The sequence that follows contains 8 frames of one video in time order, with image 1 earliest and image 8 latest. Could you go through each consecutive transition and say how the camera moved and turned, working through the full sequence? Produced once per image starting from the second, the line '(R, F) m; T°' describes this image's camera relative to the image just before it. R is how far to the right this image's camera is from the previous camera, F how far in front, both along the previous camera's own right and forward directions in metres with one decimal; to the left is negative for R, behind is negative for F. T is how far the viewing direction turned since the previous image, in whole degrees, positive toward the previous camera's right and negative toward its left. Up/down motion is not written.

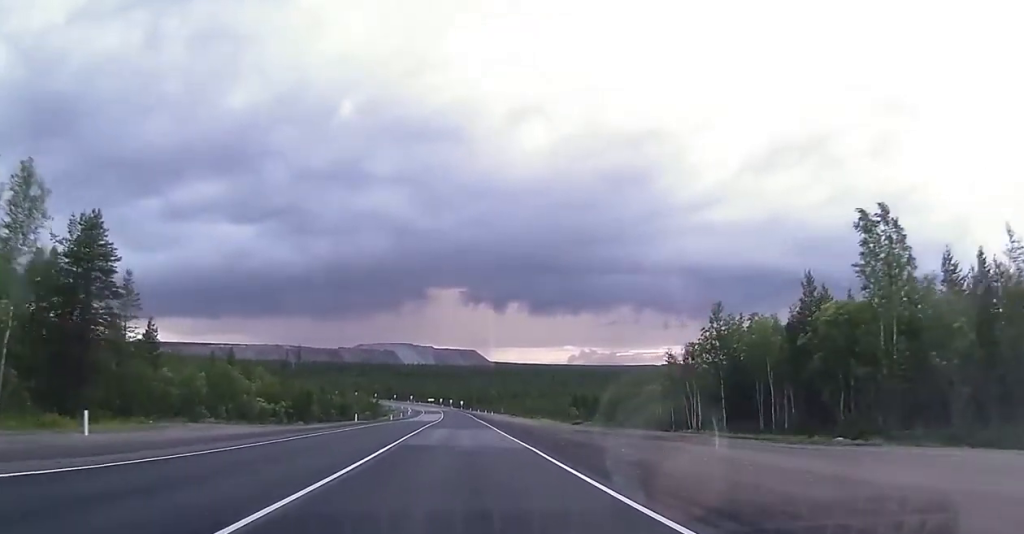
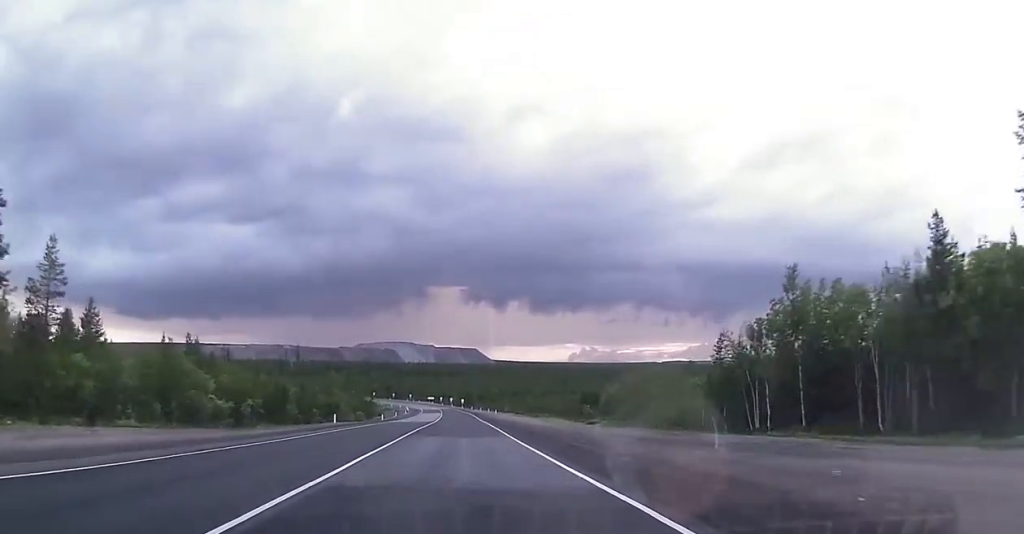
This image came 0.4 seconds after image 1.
(0.0, +11.5) m; 0°
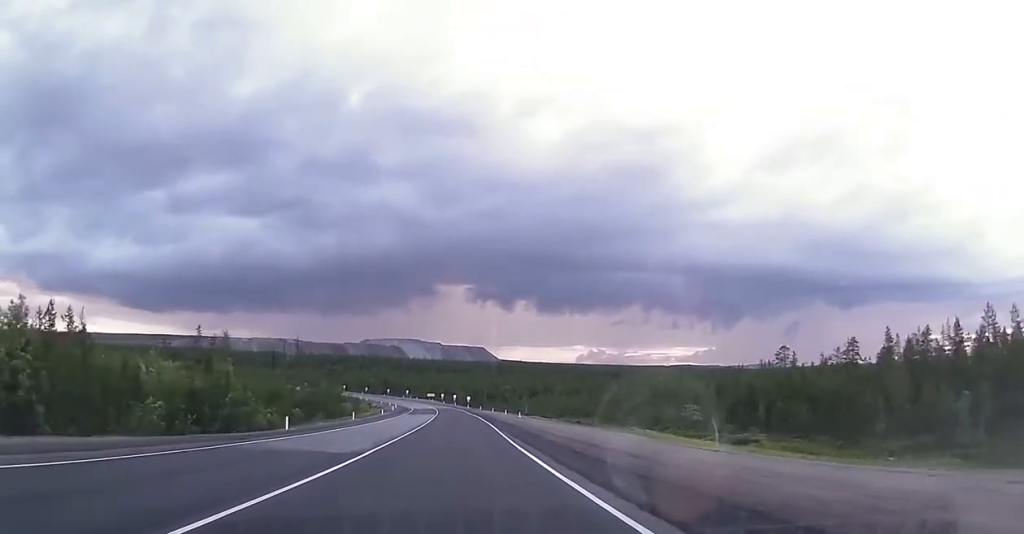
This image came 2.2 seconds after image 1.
(+0.9, +46.8) m; +1°
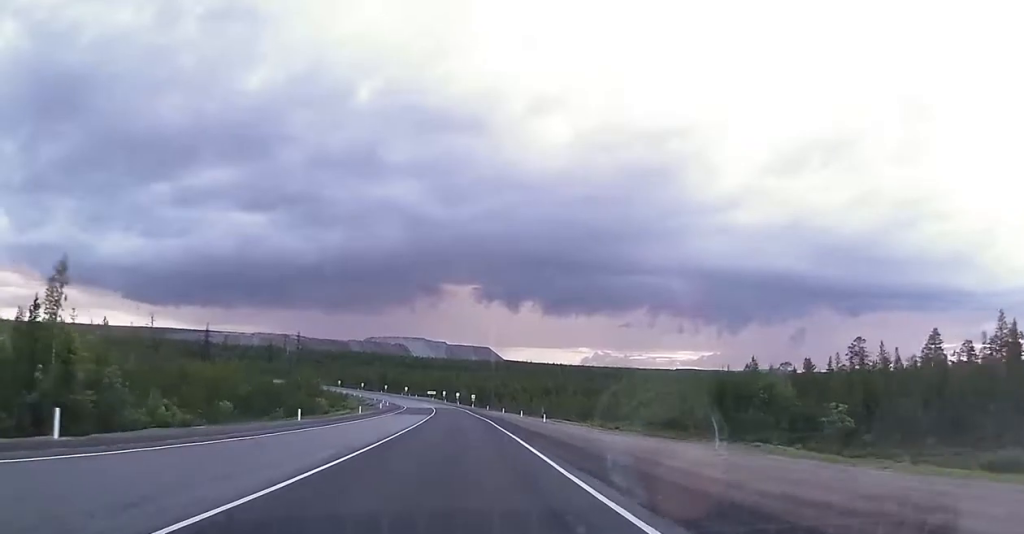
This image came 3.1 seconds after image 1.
(-0.3, +22.8) m; -1°
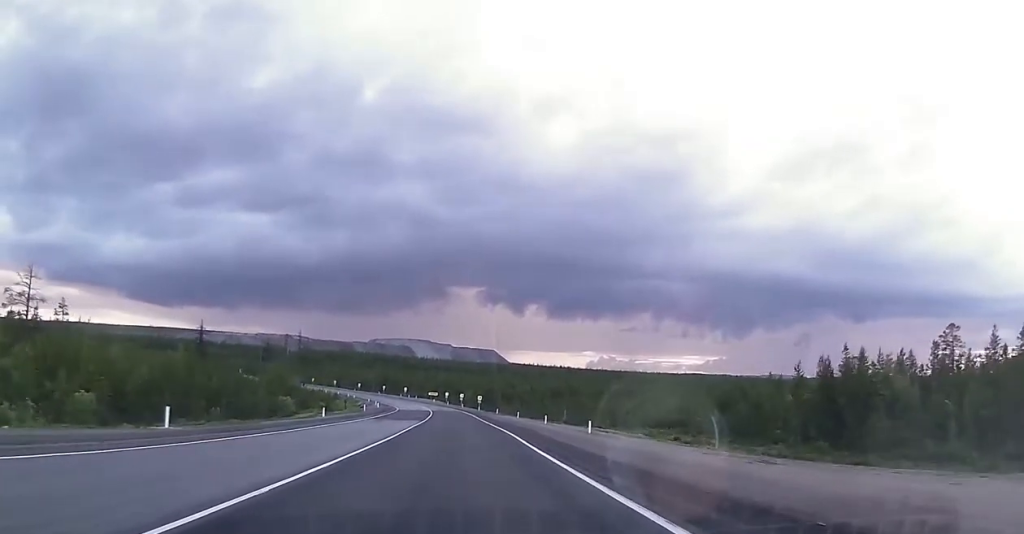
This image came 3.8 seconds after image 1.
(-0.1, +20.0) m; -1°
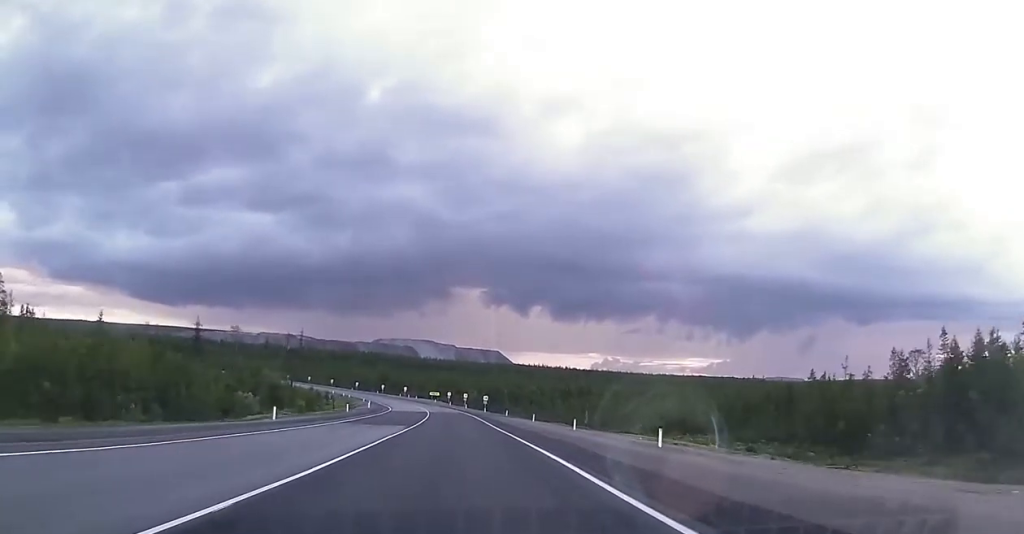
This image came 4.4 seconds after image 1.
(+0.1, +13.9) m; -1°
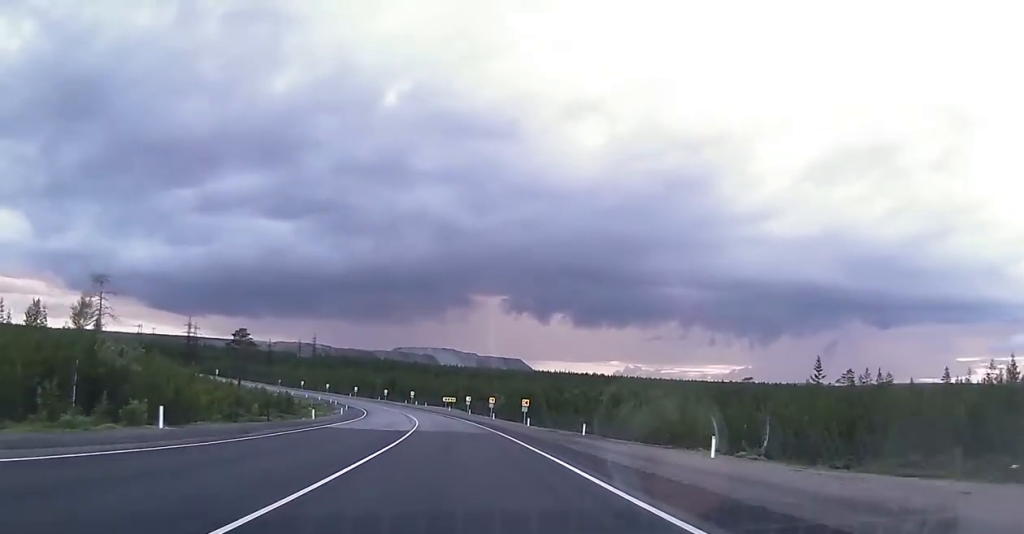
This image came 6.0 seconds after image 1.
(-0.2, +43.7) m; -1°
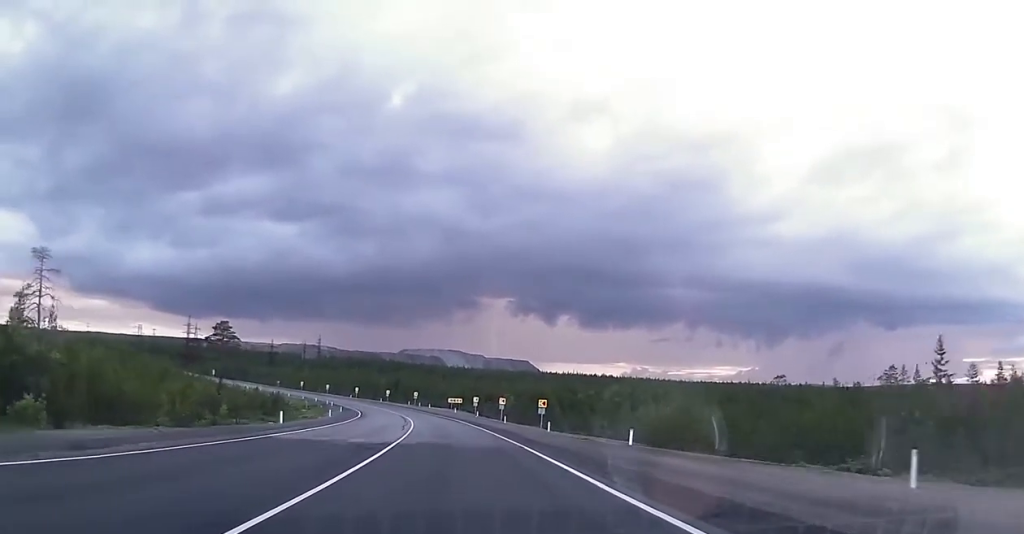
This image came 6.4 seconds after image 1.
(+0.2, +10.5) m; -1°
